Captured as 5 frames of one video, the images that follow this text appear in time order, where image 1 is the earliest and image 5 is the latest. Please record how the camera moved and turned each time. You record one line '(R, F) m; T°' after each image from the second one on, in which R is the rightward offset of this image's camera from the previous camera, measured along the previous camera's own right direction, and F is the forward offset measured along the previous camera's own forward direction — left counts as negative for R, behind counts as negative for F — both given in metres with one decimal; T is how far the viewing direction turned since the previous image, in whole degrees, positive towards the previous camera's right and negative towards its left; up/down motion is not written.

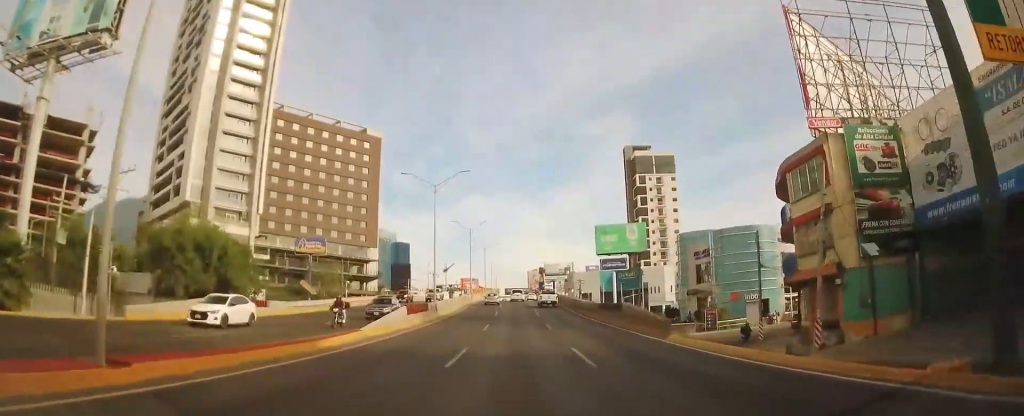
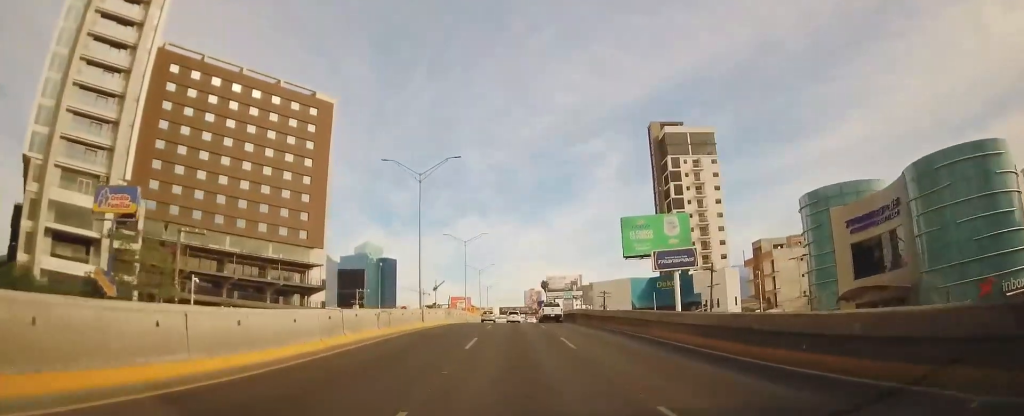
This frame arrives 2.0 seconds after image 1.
(+0.2, +40.5) m; +1°
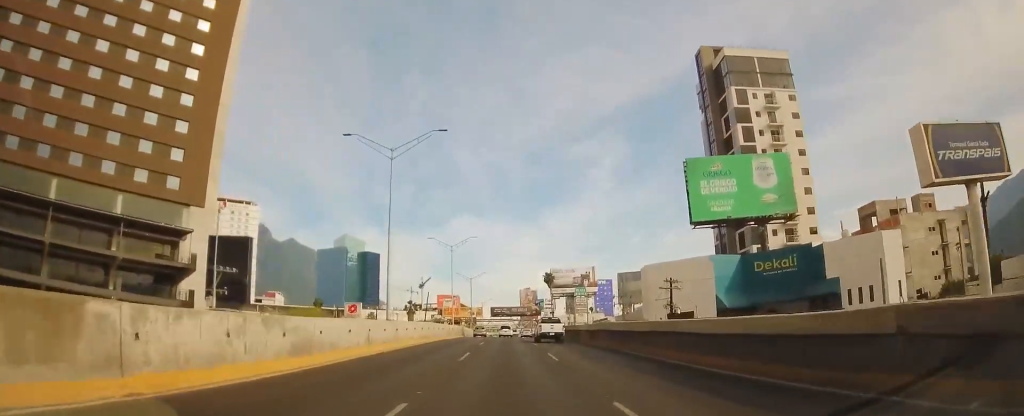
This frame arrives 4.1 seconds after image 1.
(+0.3, +44.2) m; 0°
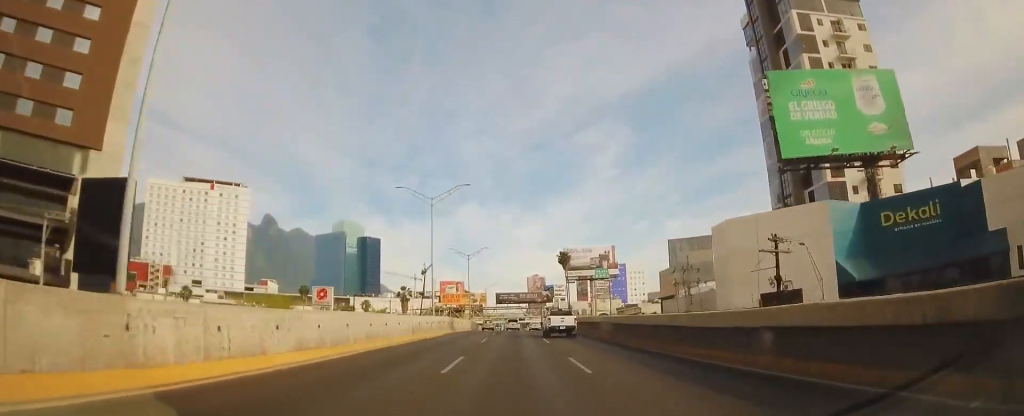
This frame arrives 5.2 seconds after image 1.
(-0.1, +21.6) m; -1°
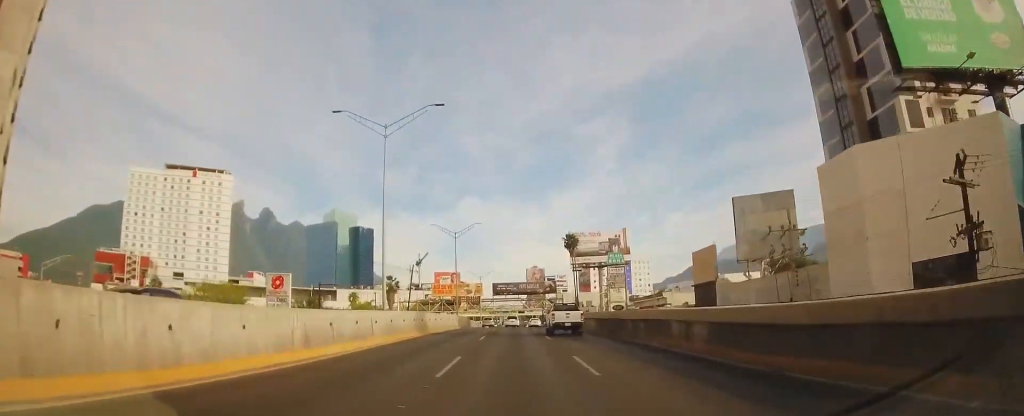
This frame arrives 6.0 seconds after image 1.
(-0.1, +16.2) m; -1°
